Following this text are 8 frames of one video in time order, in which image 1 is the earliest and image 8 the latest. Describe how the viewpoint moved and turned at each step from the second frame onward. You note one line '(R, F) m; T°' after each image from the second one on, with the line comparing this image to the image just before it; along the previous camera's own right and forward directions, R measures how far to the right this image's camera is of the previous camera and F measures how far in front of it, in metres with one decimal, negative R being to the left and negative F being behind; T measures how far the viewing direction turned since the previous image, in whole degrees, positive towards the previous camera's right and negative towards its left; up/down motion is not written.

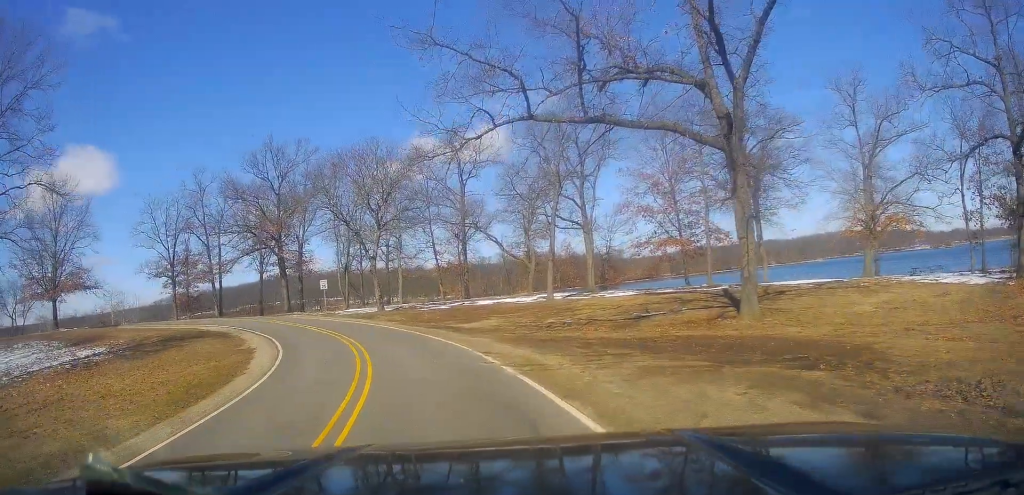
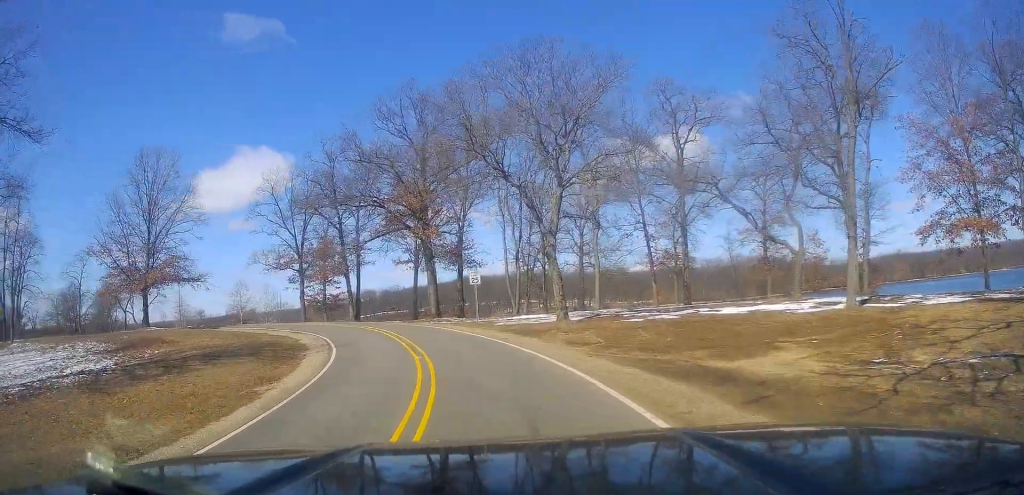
(-2.9, +17.4) m; -19°
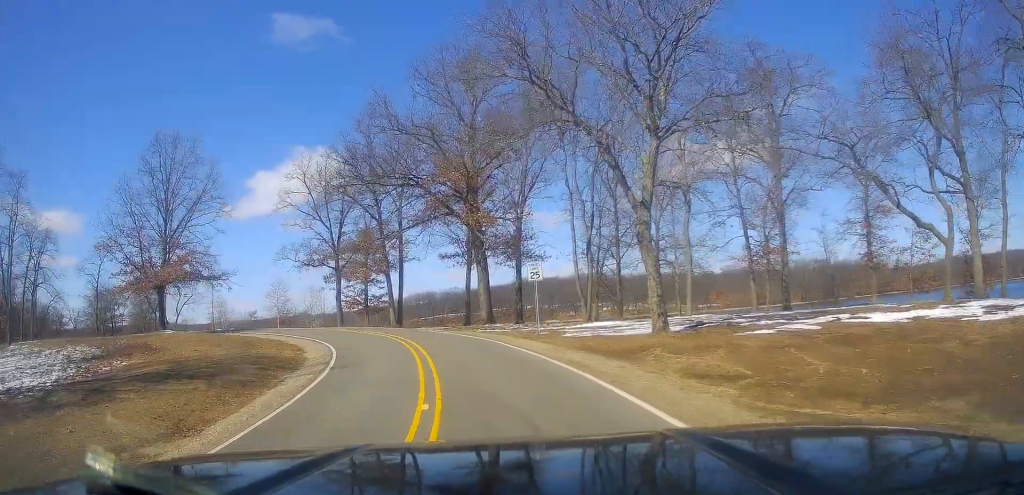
(-1.0, +8.7) m; -7°
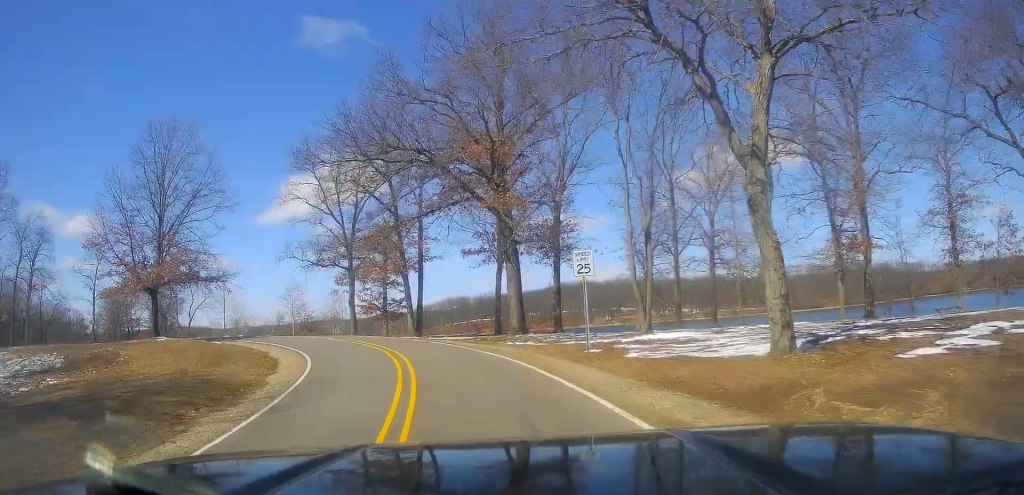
(-0.1, +7.7) m; -2°
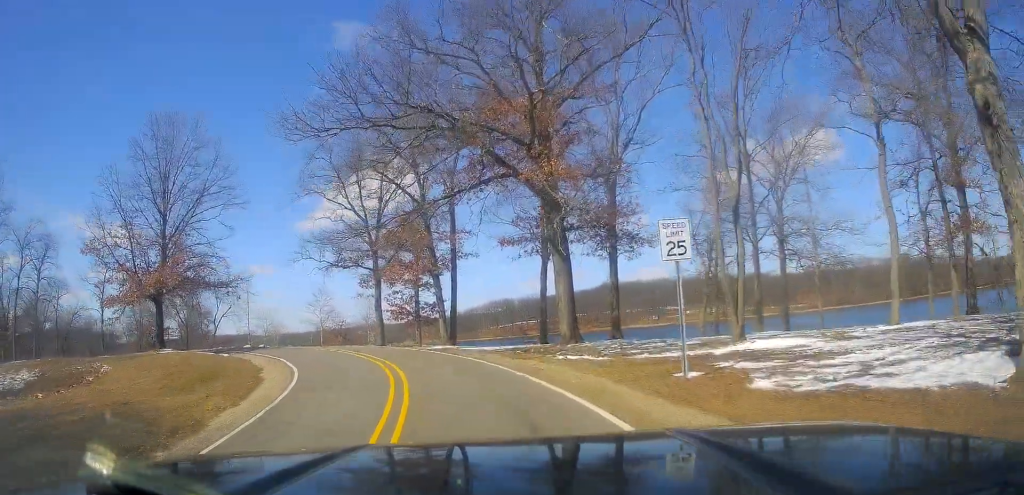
(+0.1, +6.3) m; -6°
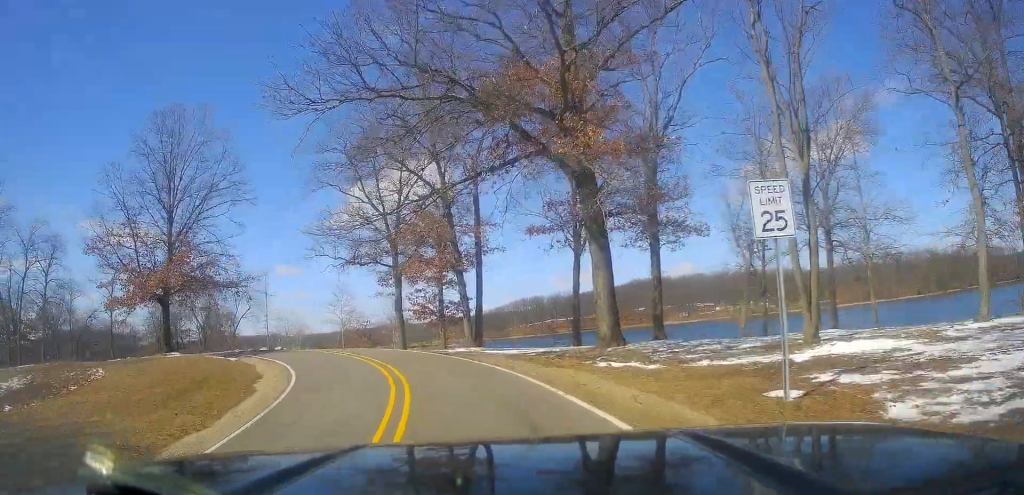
(-0.4, +3.1) m; -5°
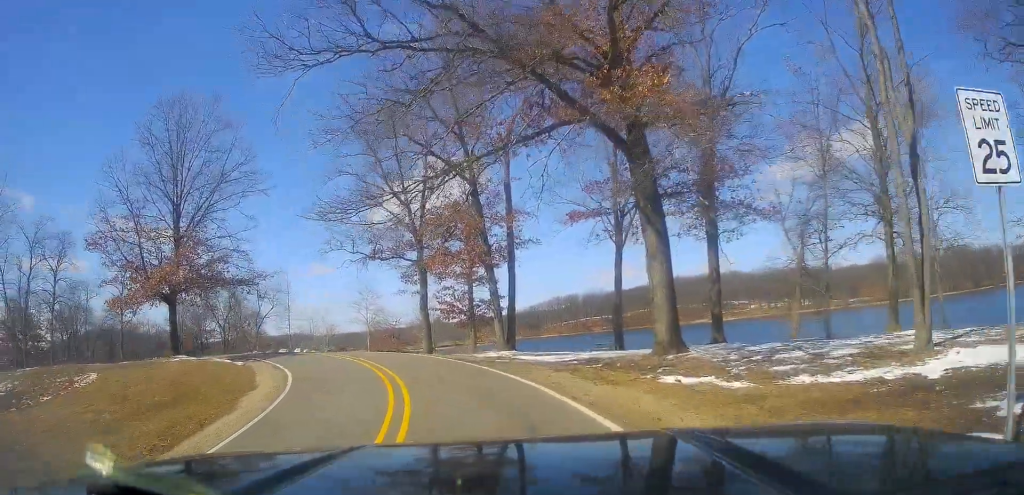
(-0.2, +3.6) m; -5°
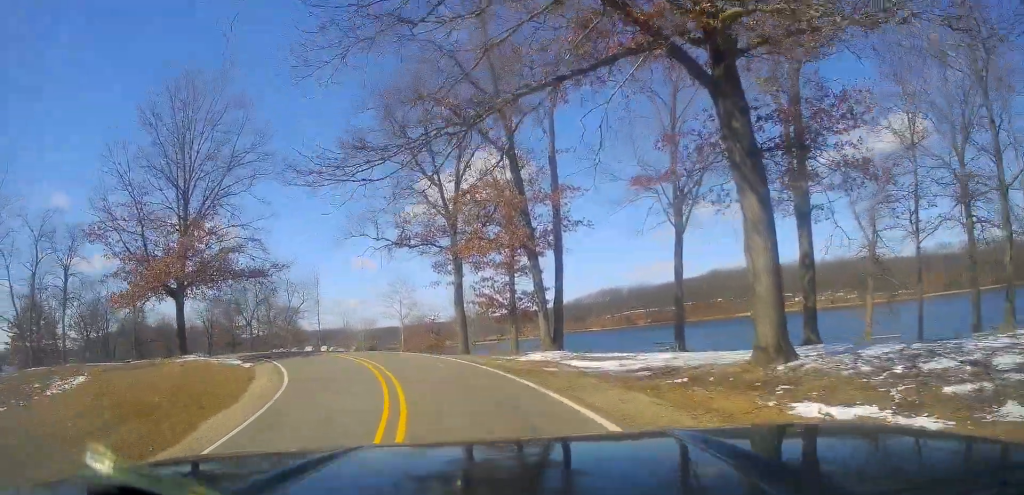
(-0.2, +4.6) m; -3°
